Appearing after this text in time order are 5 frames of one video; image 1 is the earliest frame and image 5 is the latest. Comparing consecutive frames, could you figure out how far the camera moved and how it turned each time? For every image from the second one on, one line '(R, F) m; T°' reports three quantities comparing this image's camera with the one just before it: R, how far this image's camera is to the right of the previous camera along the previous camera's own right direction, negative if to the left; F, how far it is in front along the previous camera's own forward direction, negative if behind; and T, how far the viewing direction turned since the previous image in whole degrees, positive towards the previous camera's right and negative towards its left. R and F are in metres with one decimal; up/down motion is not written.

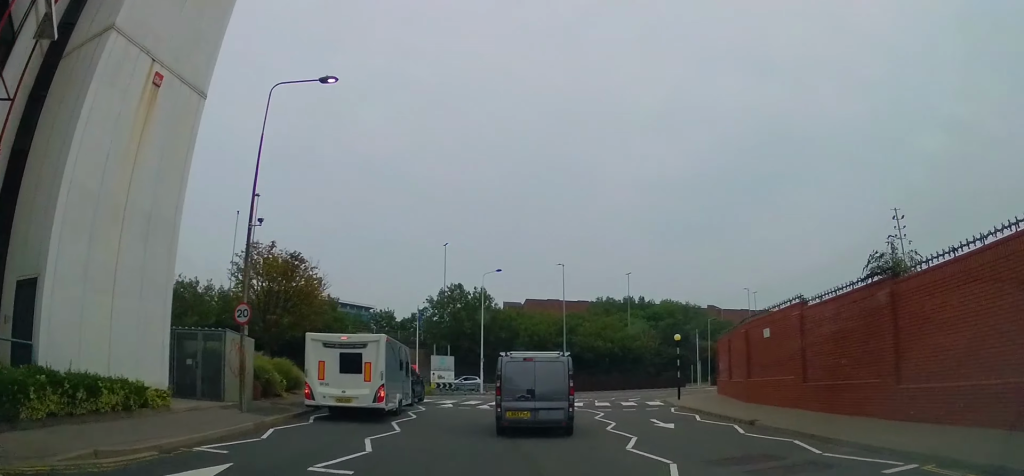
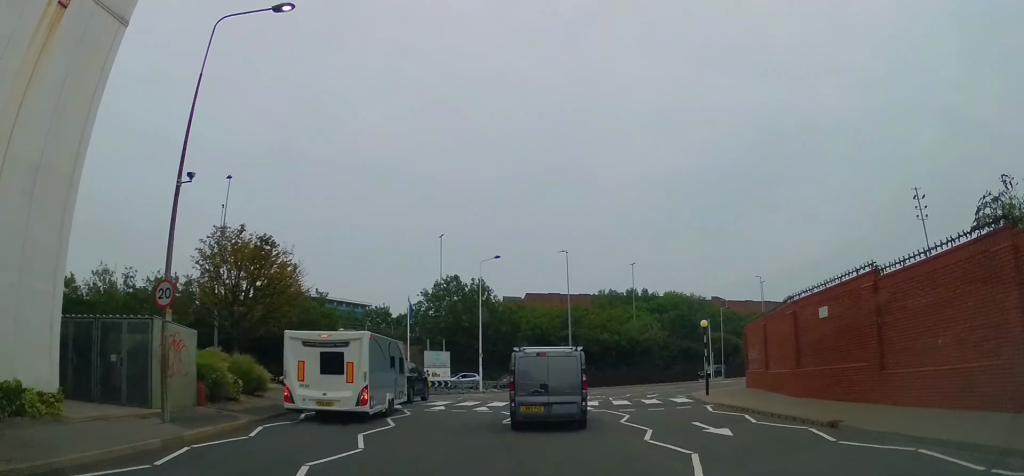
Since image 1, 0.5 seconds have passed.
(-0.1, +4.0) m; -1°
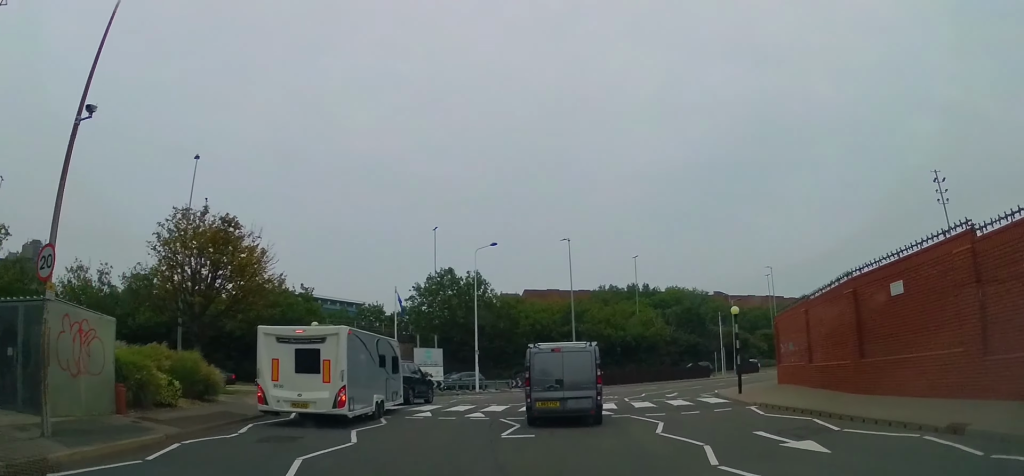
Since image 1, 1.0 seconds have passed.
(0.0, +3.8) m; -1°
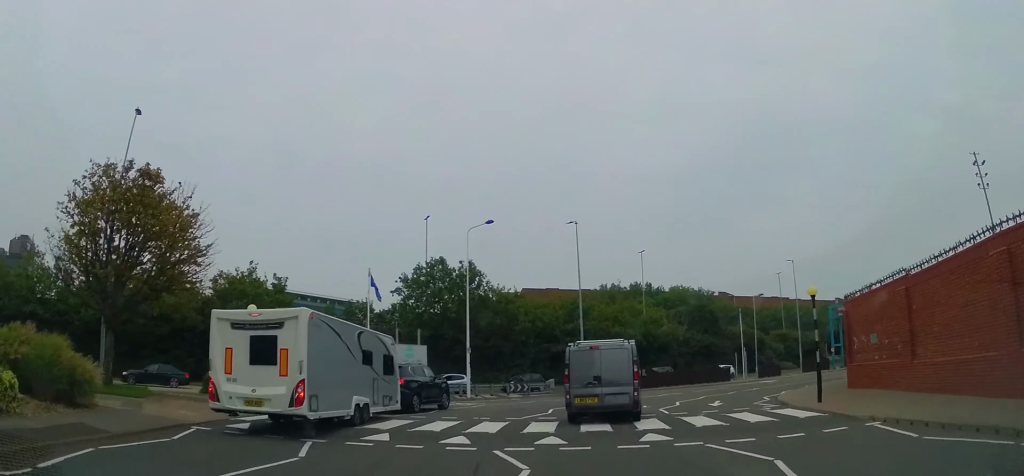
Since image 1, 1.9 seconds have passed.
(0.0, +6.3) m; -1°
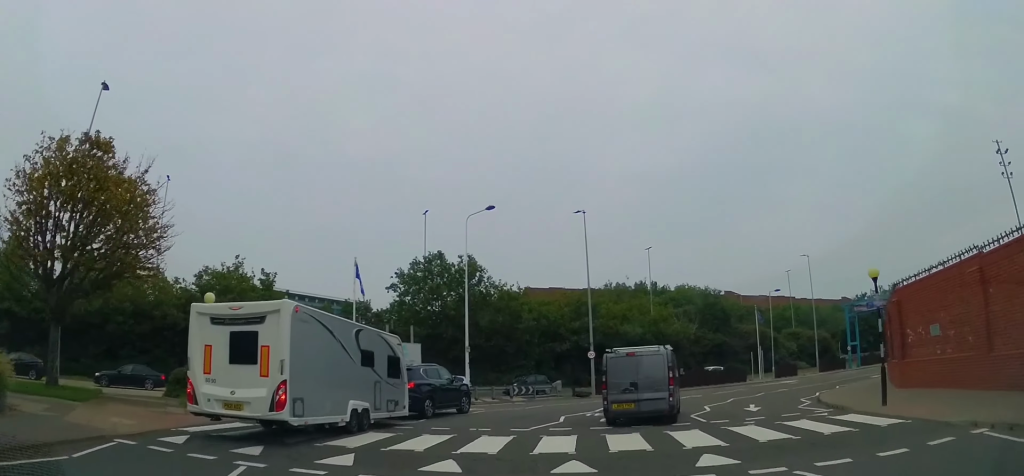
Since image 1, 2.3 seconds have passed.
(0.0, +3.1) m; 0°
